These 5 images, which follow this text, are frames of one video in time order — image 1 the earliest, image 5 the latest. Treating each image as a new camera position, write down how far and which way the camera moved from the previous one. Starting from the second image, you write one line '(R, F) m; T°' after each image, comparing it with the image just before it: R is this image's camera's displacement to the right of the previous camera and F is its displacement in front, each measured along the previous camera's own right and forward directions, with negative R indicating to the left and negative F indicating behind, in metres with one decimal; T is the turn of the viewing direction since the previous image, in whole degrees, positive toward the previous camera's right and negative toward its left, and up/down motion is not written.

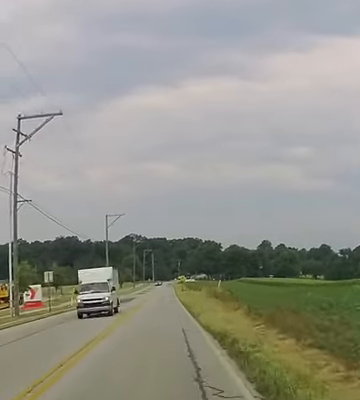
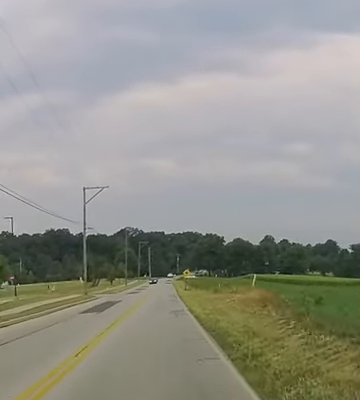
(0.0, +24.7) m; +1°
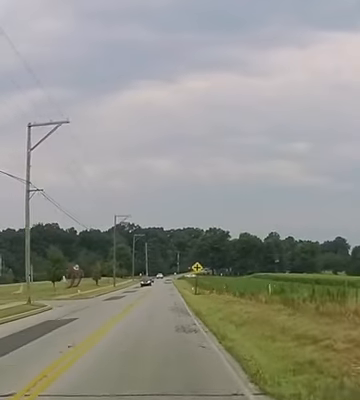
(+0.6, +28.9) m; +1°
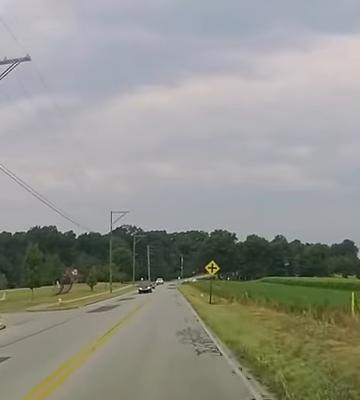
(-0.3, +13.3) m; 0°
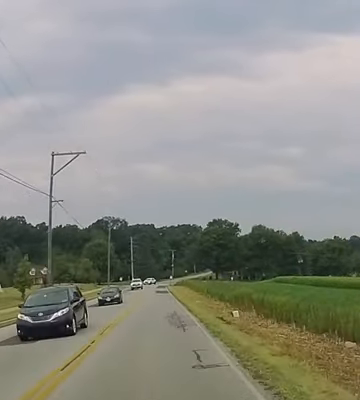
(-0.5, +43.3) m; -2°
